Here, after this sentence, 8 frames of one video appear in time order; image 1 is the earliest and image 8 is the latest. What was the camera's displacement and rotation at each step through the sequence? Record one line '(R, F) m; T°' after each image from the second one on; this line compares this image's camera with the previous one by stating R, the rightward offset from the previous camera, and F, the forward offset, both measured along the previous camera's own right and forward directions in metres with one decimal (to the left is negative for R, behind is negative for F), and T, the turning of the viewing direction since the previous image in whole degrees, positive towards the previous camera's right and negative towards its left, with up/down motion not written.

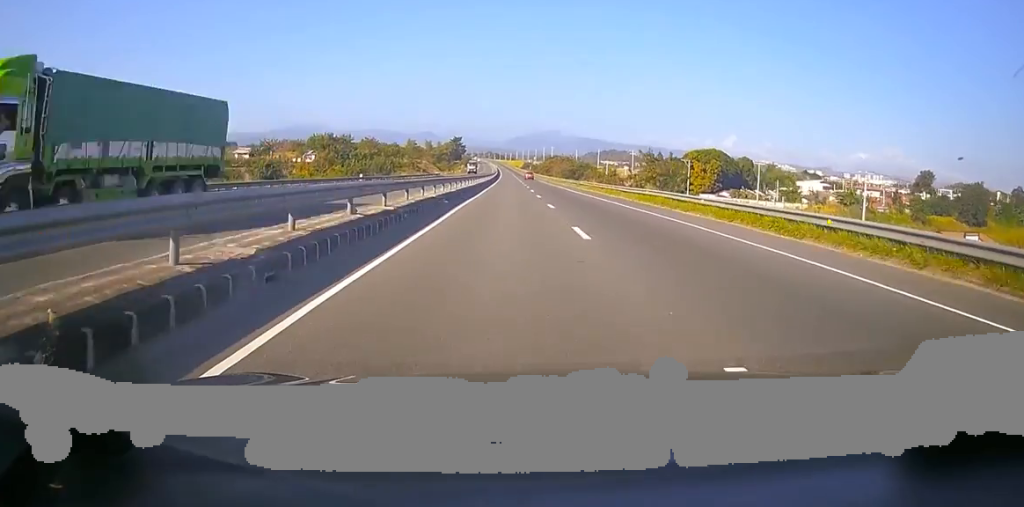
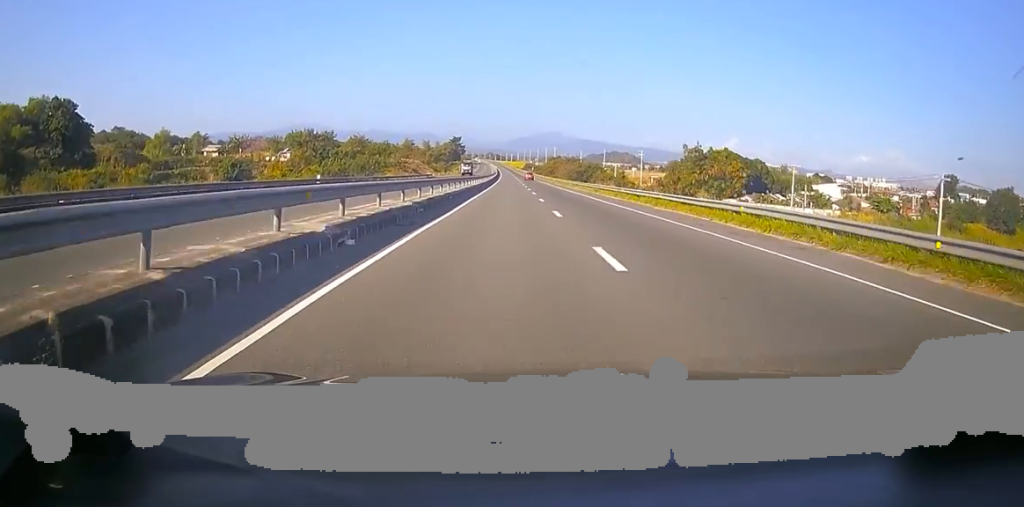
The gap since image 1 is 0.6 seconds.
(0.0, +17.8) m; +1°
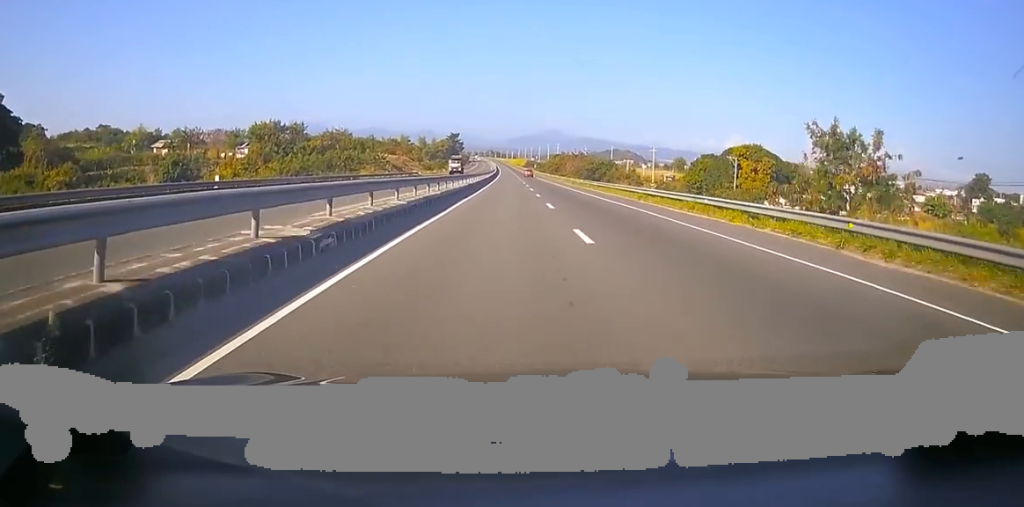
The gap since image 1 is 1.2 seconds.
(-0.2, +20.9) m; +2°
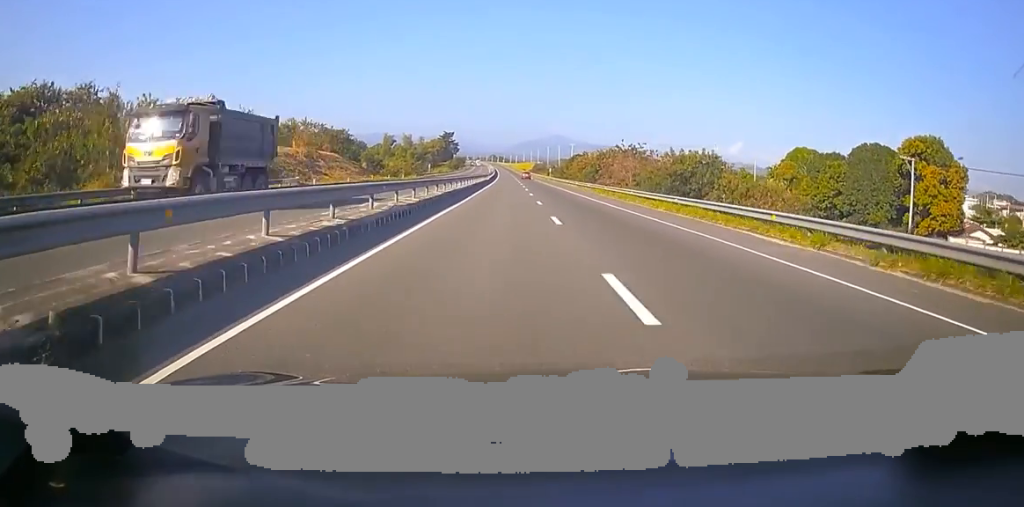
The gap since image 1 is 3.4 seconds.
(+0.2, +66.9) m; -2°
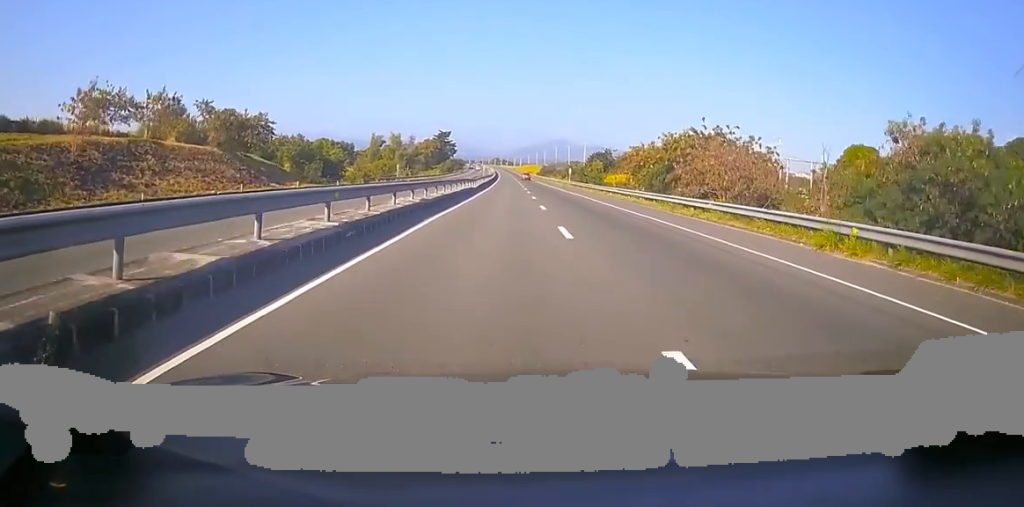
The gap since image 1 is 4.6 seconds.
(-0.2, +39.6) m; 0°
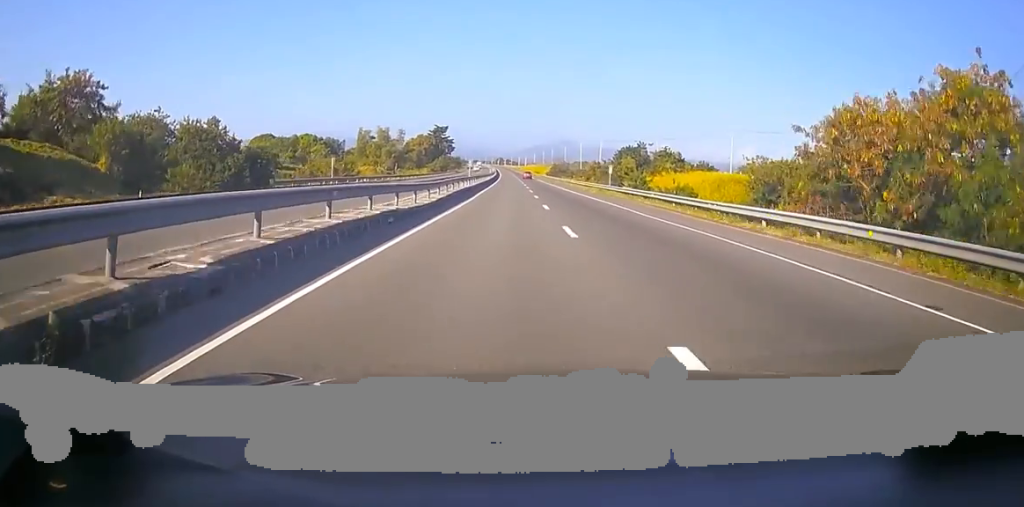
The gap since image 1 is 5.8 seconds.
(+0.1, +35.8) m; 0°
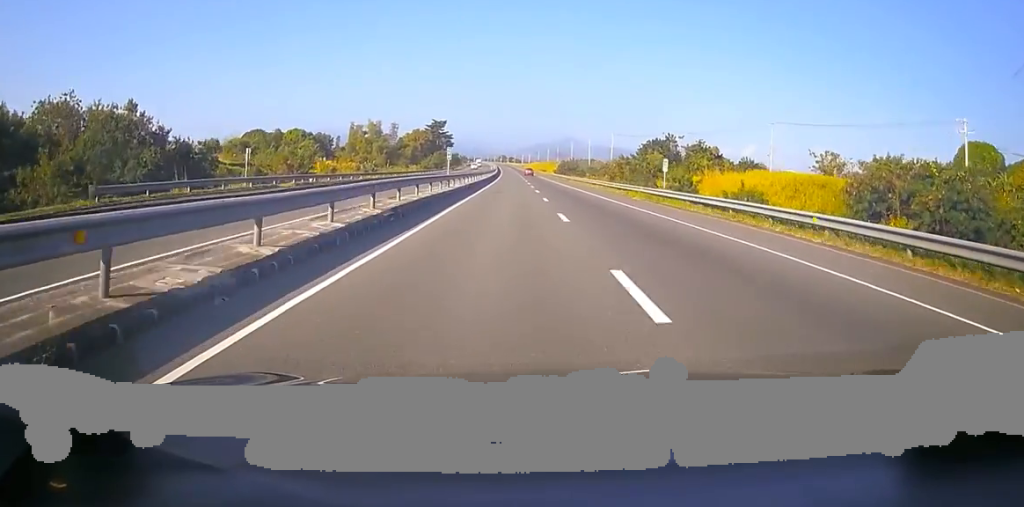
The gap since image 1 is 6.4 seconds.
(0.0, +20.2) m; 0°
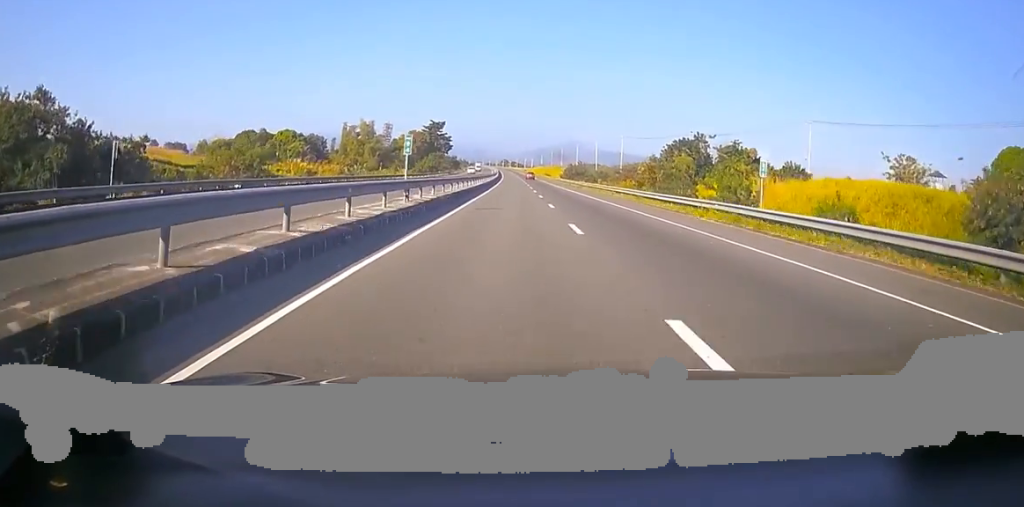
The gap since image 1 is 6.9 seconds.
(0.0, +14.9) m; 0°
